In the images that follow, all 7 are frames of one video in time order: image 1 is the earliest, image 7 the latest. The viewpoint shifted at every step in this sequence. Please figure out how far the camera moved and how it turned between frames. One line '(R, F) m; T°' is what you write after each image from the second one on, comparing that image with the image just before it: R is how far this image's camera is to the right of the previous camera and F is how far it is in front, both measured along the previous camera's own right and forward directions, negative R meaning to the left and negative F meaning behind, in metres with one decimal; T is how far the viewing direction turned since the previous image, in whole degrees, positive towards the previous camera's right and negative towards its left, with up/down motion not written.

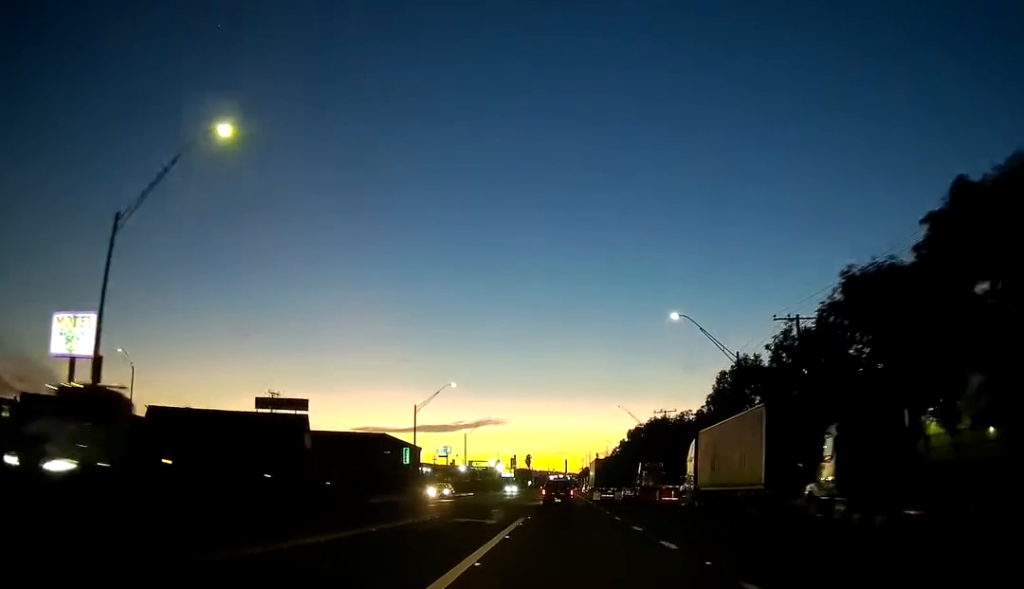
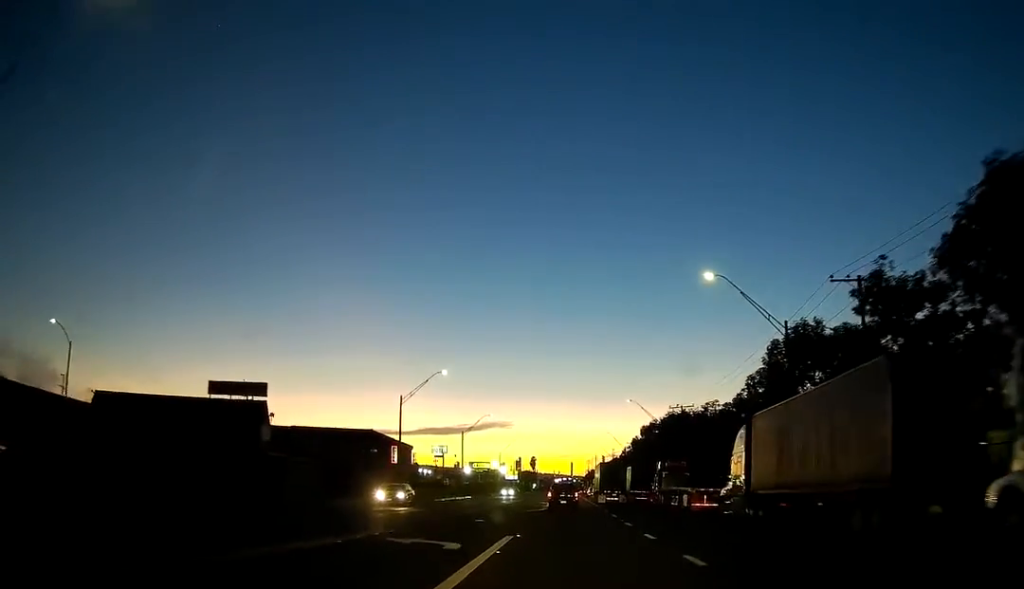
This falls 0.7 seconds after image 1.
(0.0, +9.8) m; 0°
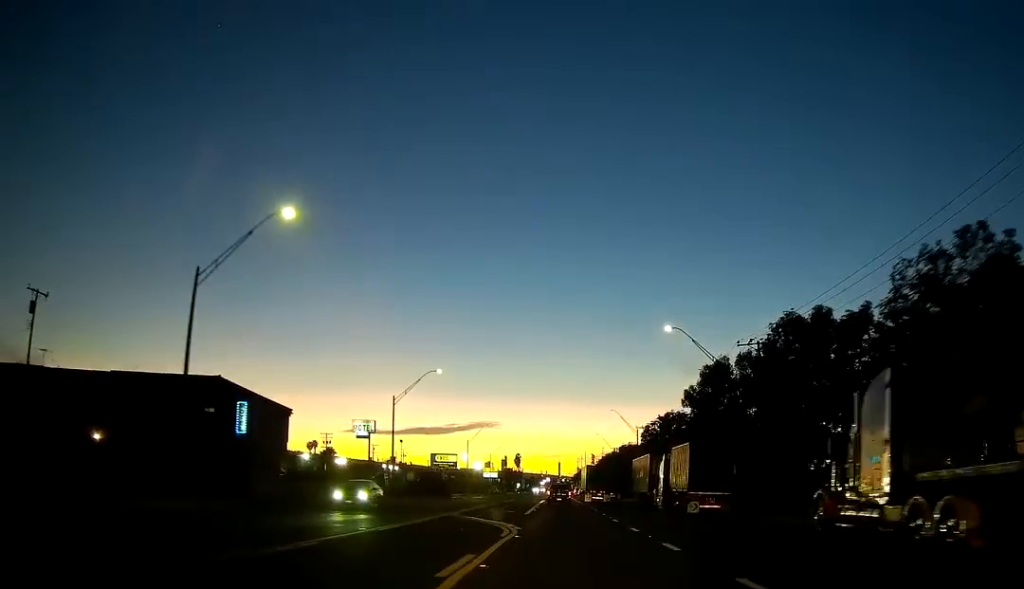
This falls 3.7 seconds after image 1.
(-0.2, +40.9) m; +1°
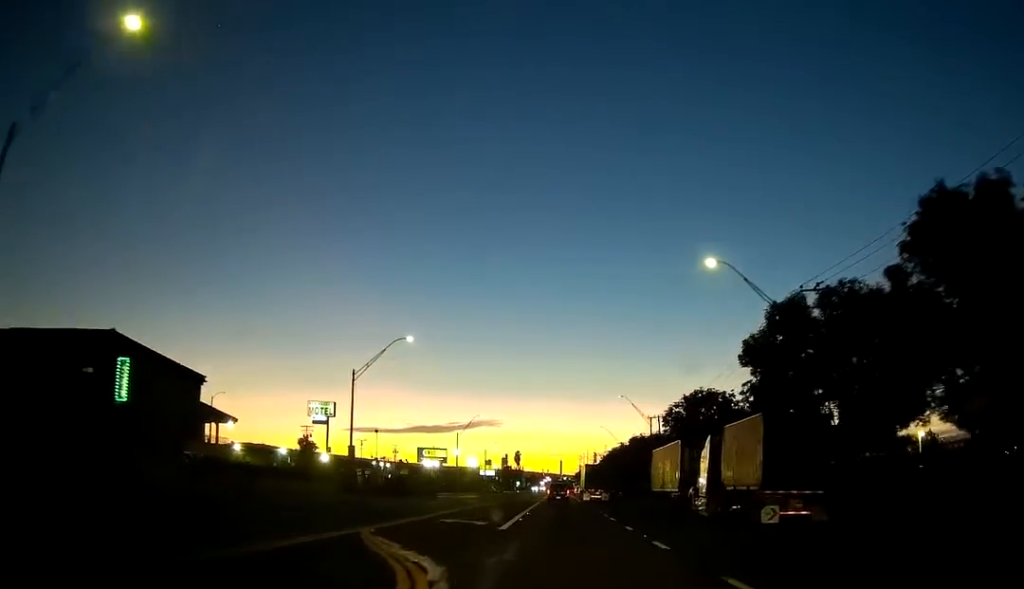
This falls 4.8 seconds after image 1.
(+0.3, +14.3) m; +1°
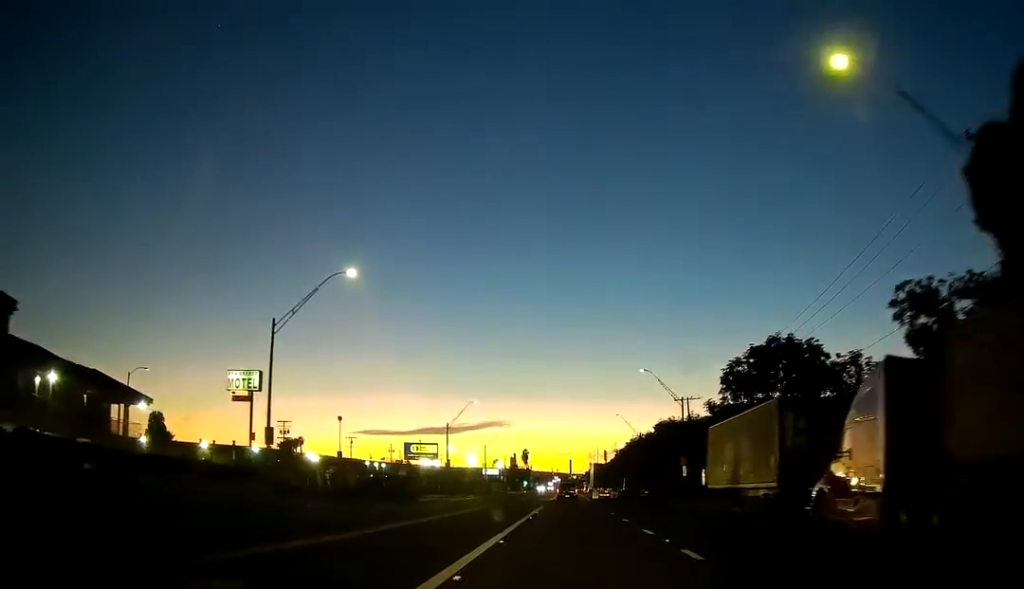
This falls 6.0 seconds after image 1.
(0.0, +17.3) m; -1°
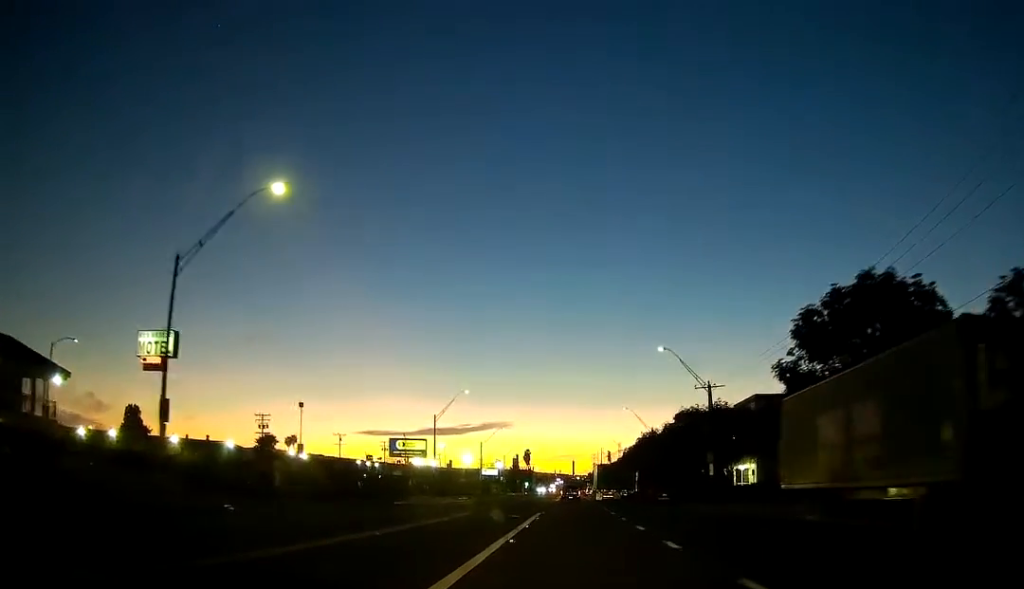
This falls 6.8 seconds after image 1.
(-0.1, +11.7) m; 0°
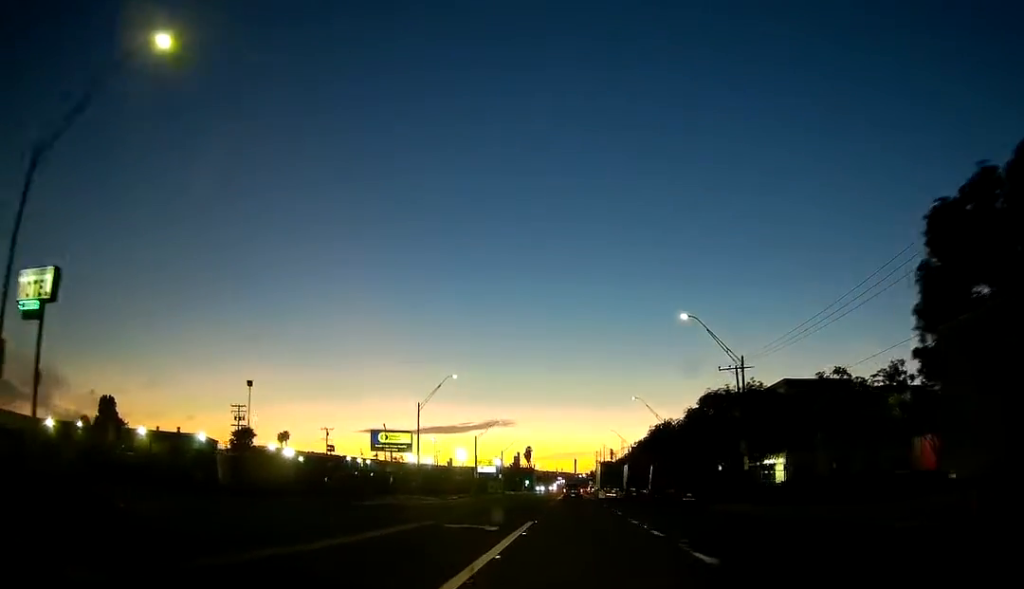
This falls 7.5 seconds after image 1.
(0.0, +11.1) m; 0°
